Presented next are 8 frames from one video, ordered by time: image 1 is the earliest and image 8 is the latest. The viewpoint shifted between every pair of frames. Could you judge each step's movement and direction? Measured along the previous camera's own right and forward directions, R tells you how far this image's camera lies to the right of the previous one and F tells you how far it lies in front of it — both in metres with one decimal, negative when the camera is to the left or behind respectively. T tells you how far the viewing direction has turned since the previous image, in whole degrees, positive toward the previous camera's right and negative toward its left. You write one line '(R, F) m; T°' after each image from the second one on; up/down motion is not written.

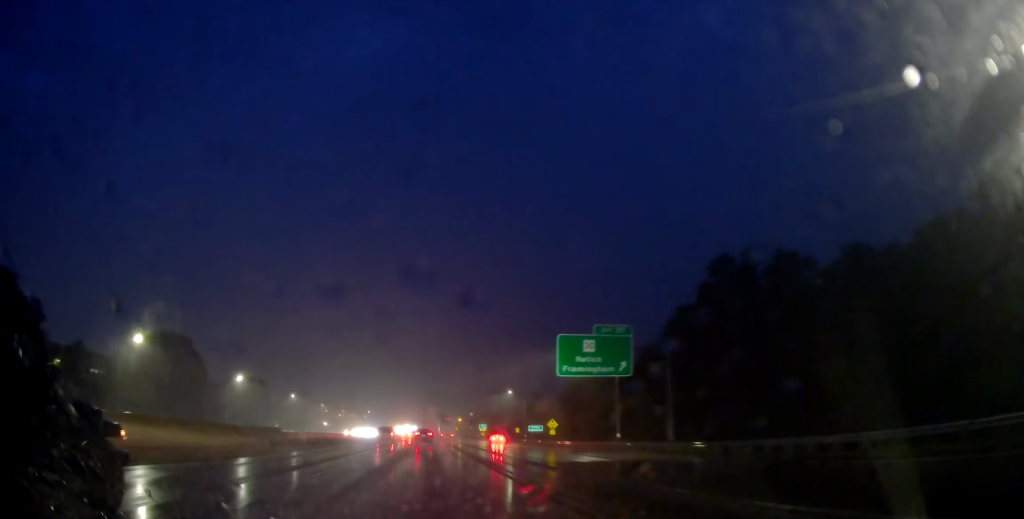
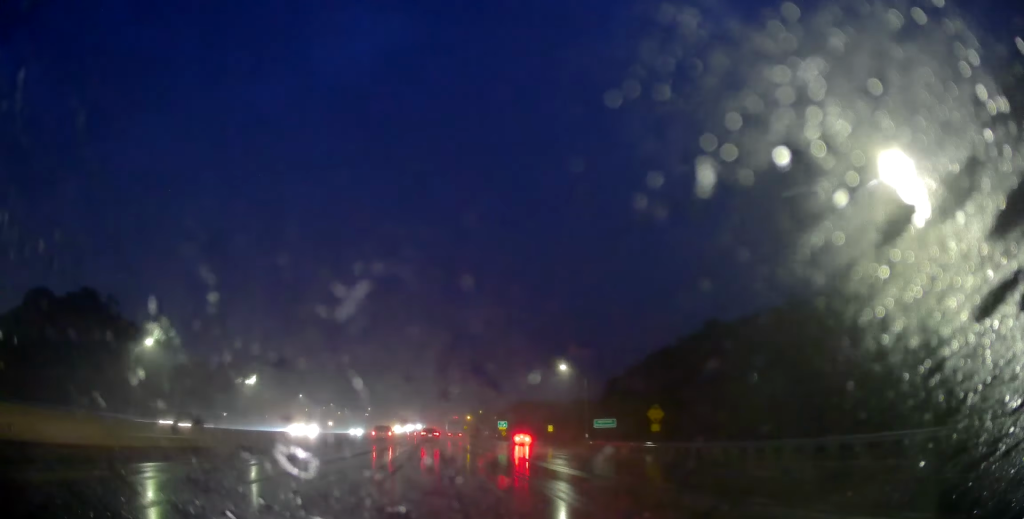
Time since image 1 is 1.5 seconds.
(-0.2, +39.0) m; 0°
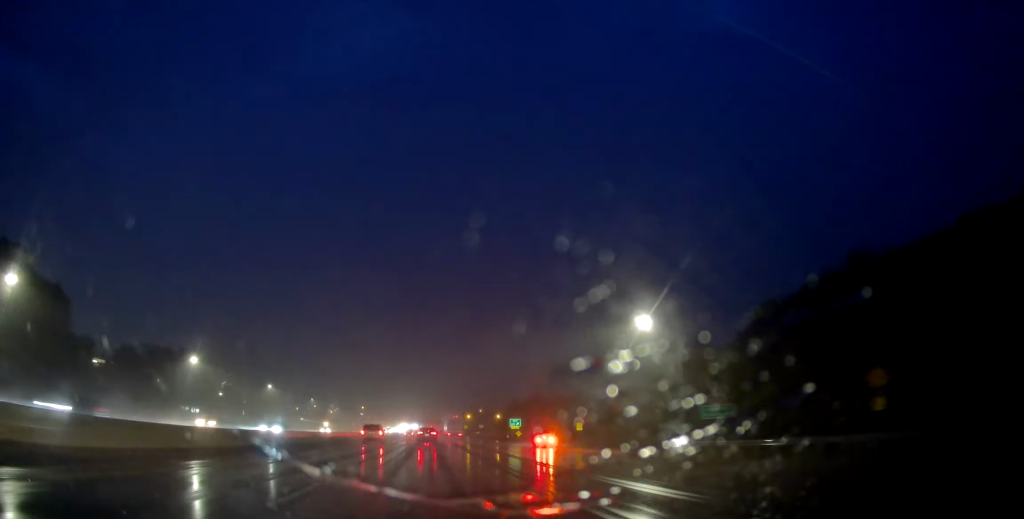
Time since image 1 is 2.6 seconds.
(-0.2, +28.0) m; -1°
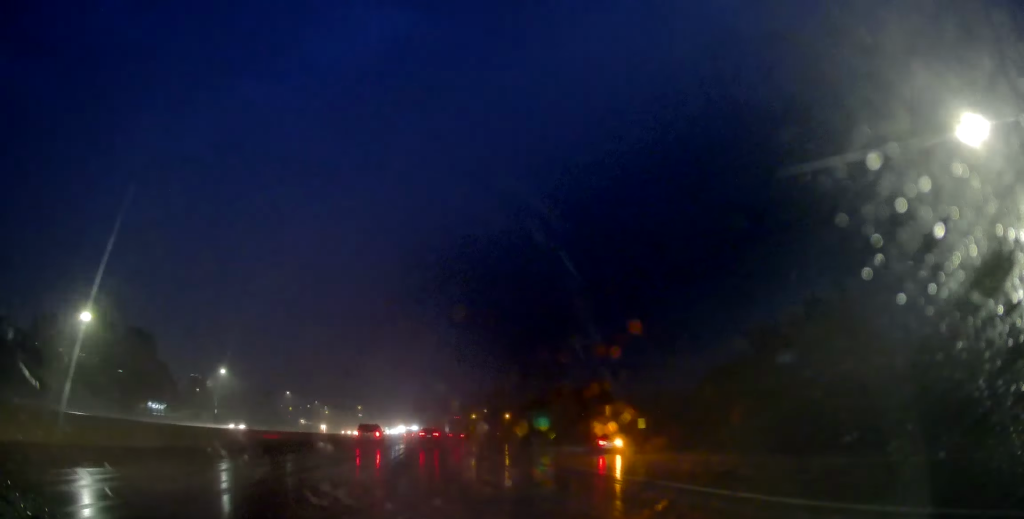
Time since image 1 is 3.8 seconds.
(-0.2, +30.5) m; +1°
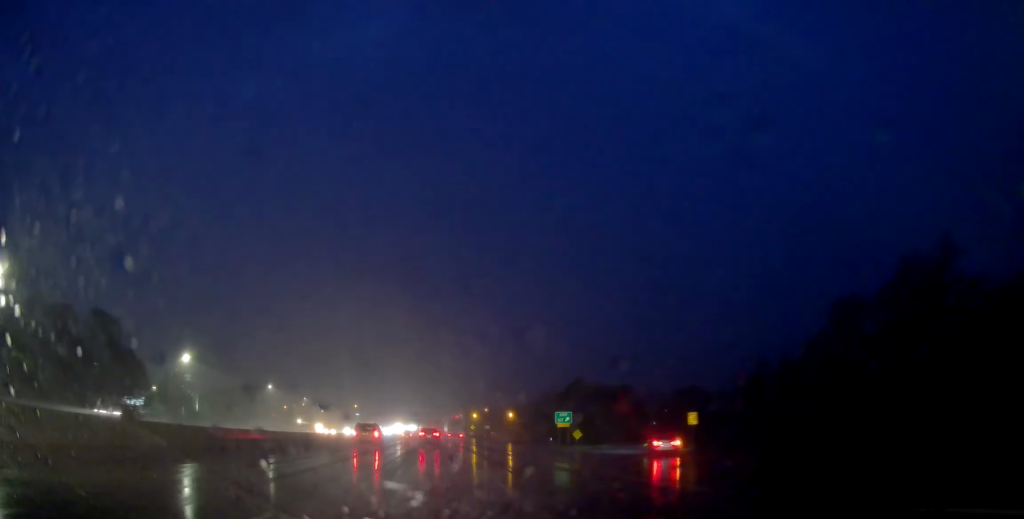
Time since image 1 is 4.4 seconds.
(+0.3, +15.0) m; 0°
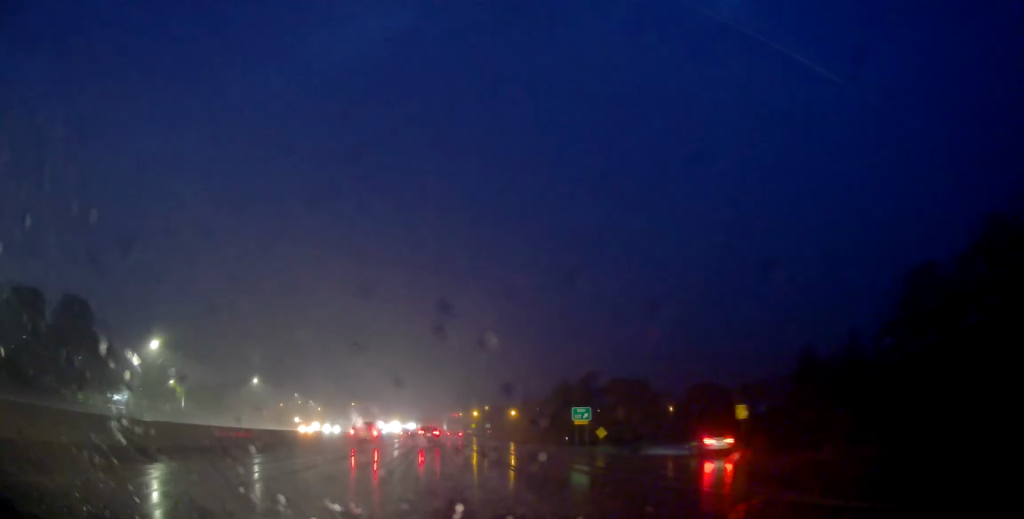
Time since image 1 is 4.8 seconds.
(+0.3, +10.0) m; 0°
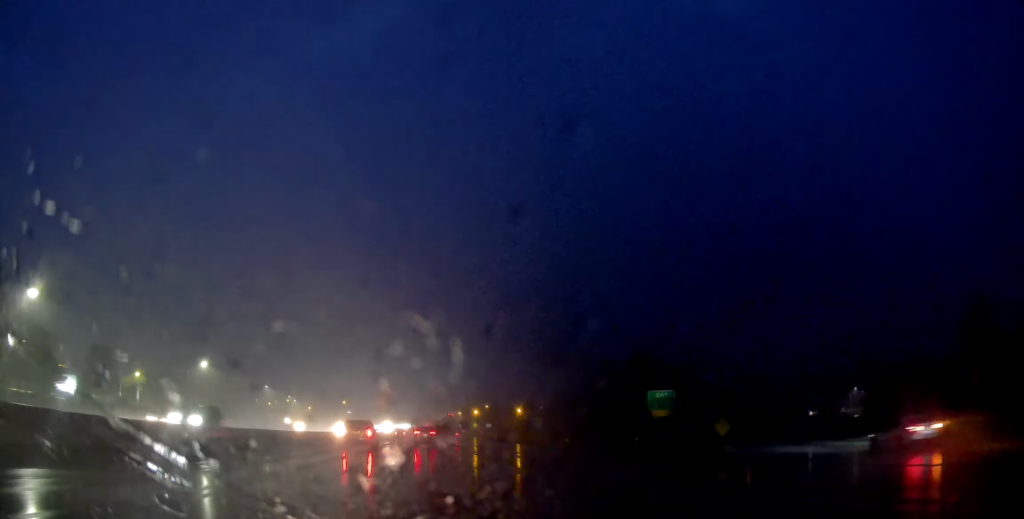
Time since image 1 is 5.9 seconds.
(-0.5, +25.6) m; 0°
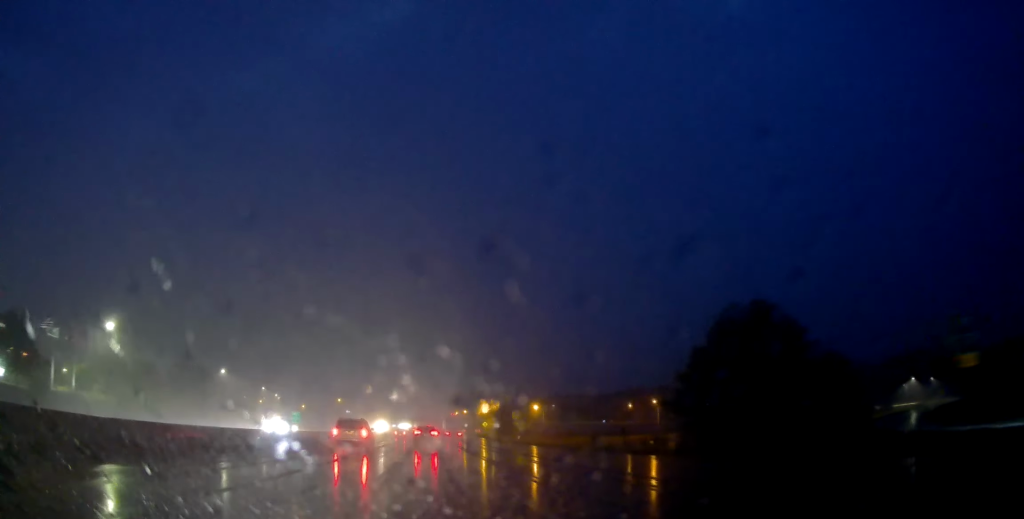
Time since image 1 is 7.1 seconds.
(+0.4, +30.5) m; 0°
